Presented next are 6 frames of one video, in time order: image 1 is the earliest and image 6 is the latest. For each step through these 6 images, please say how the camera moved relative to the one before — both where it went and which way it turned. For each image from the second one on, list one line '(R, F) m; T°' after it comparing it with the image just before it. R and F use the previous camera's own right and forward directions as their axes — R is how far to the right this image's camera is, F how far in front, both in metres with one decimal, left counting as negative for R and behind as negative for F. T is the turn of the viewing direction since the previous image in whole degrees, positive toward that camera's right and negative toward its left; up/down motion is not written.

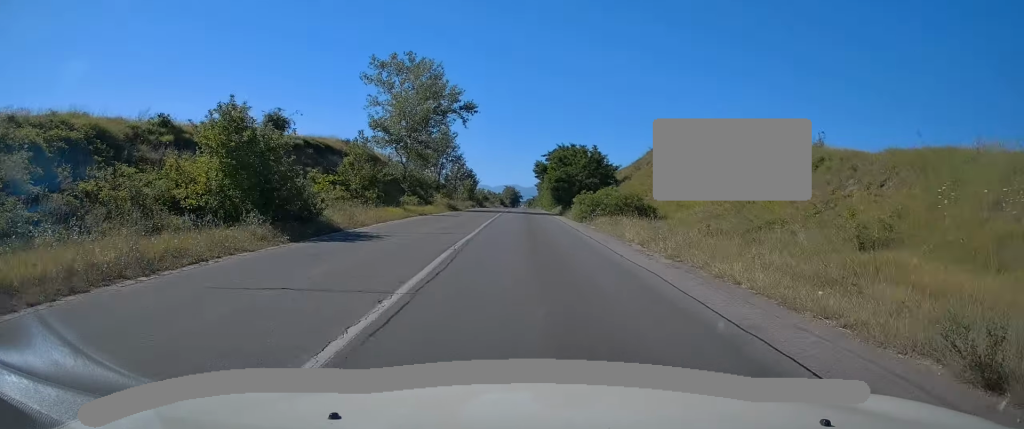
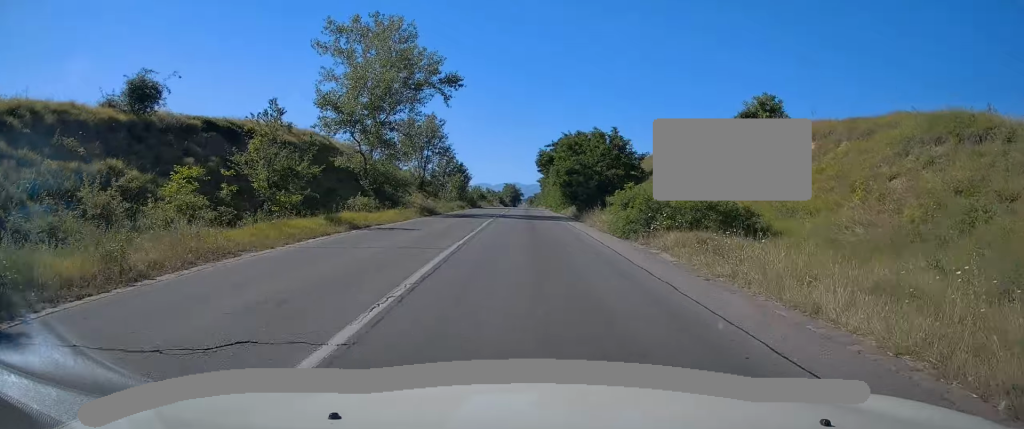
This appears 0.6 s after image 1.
(0.0, +12.7) m; 0°
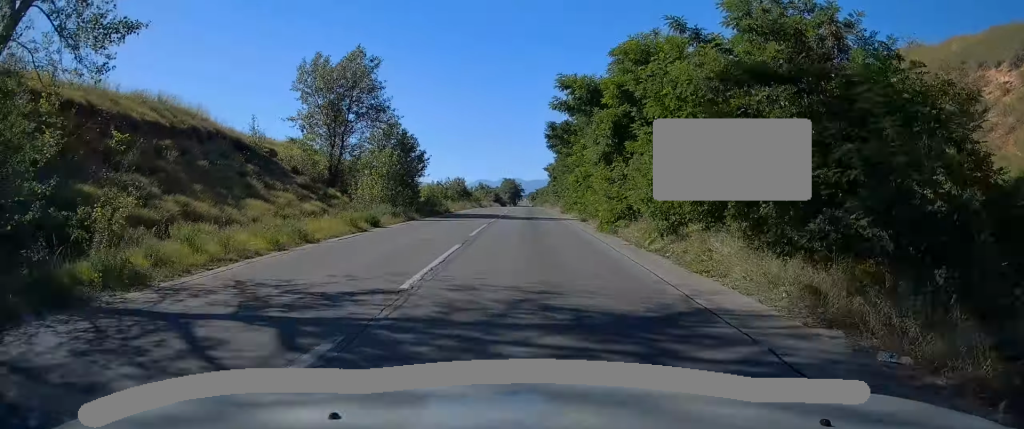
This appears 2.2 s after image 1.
(-0.1, +31.8) m; -1°
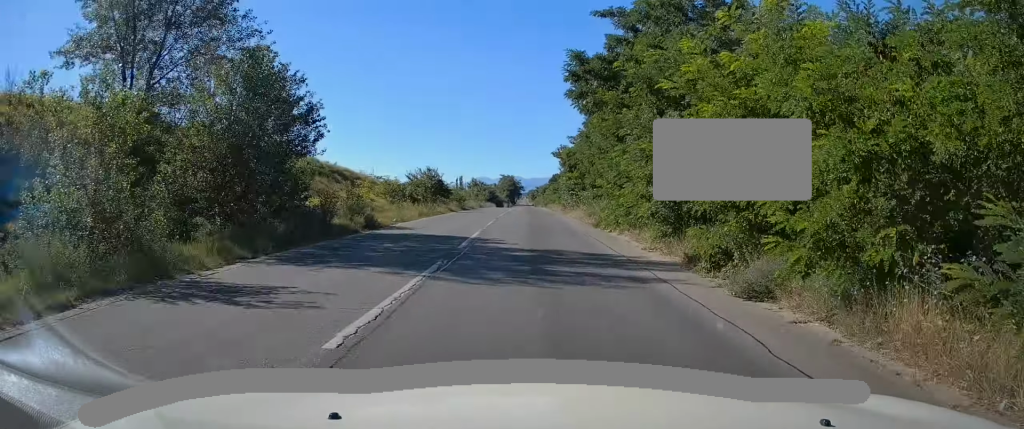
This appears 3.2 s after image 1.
(-0.1, +21.1) m; 0°
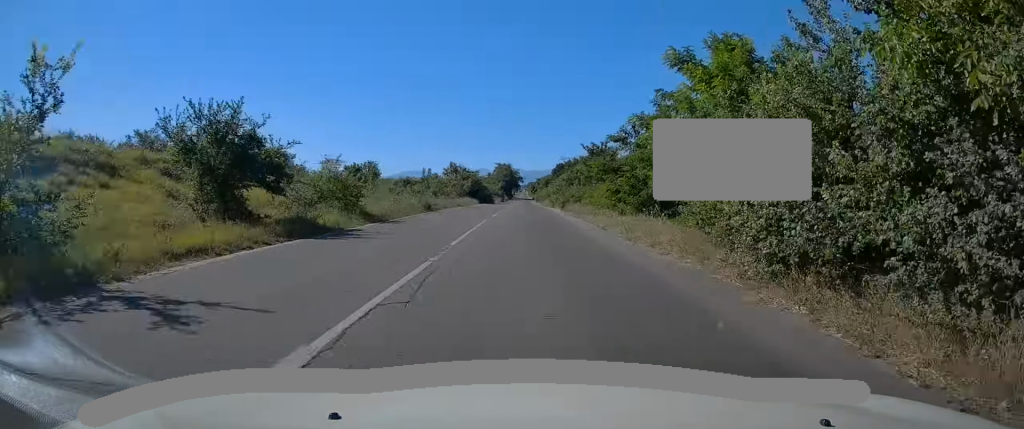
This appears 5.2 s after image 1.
(+0.2, +39.6) m; +1°
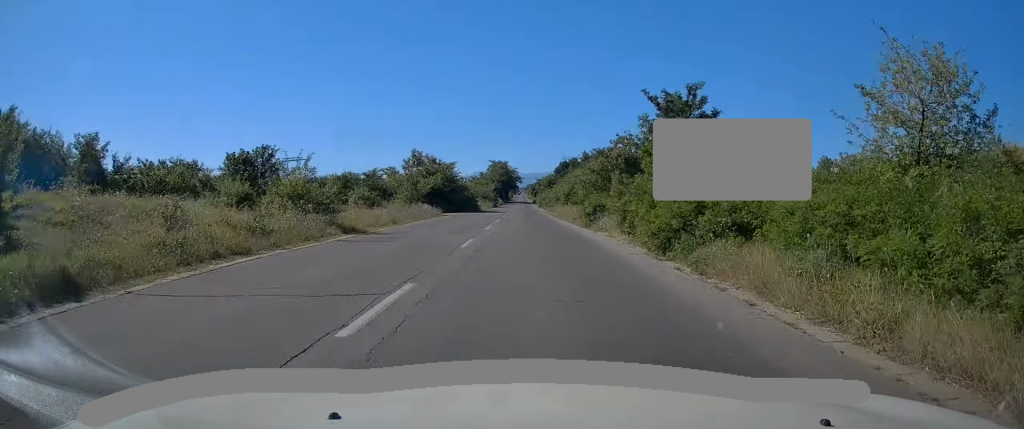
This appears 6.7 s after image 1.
(-0.1, +32.5) m; 0°
